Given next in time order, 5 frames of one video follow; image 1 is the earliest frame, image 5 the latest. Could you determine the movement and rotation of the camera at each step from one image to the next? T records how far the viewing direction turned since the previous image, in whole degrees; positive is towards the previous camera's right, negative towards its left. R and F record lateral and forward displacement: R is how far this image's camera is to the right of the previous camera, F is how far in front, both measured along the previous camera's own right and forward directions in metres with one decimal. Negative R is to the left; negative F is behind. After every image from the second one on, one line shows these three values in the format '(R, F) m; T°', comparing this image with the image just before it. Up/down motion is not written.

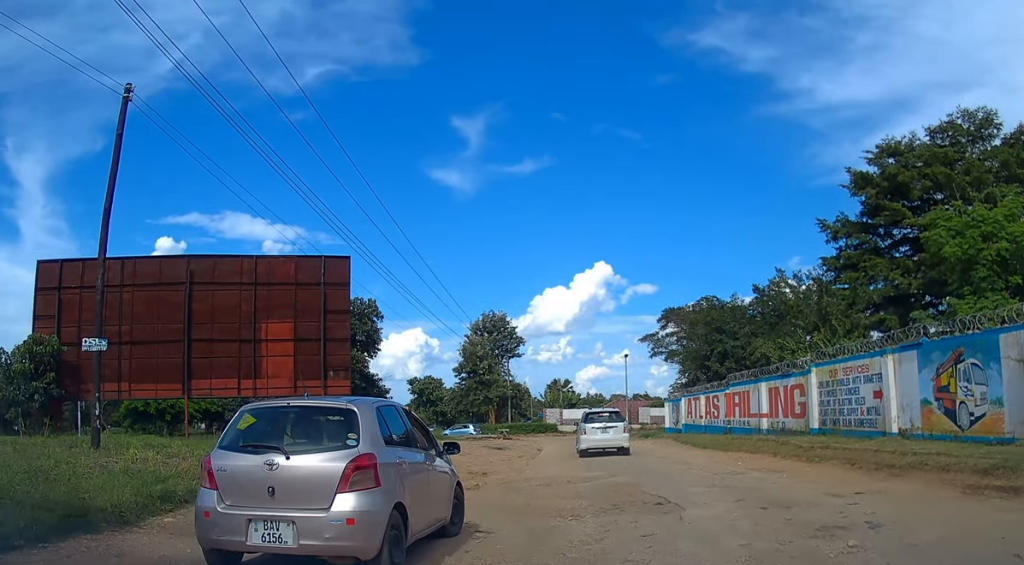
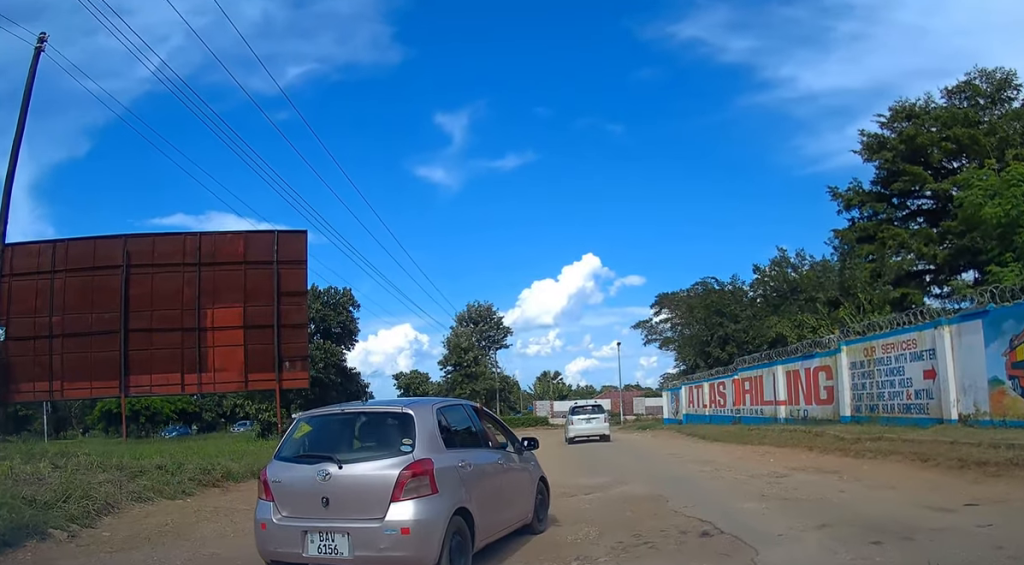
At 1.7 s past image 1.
(+0.1, +3.3) m; -1°
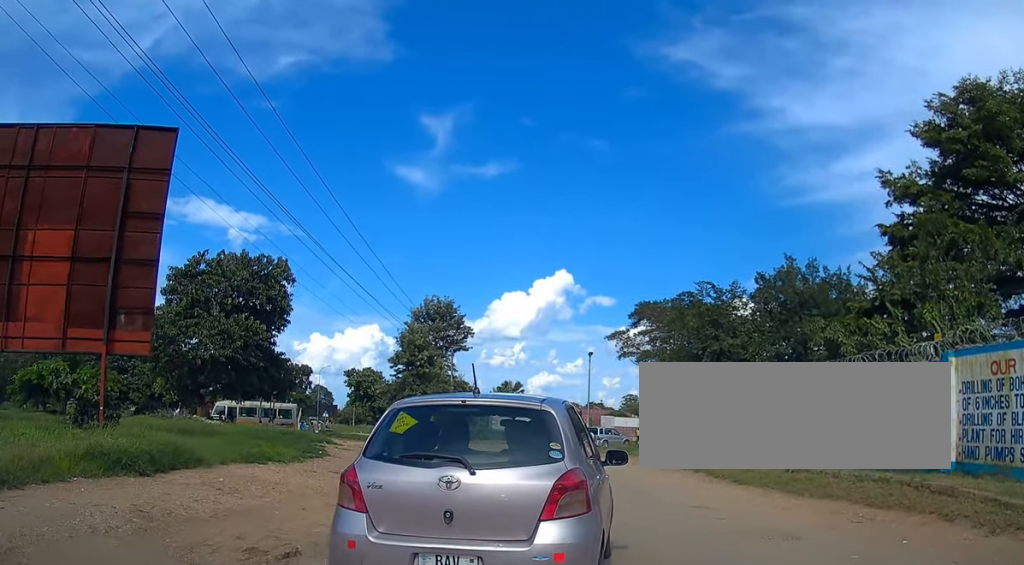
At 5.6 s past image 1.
(+0.2, +7.9) m; +5°
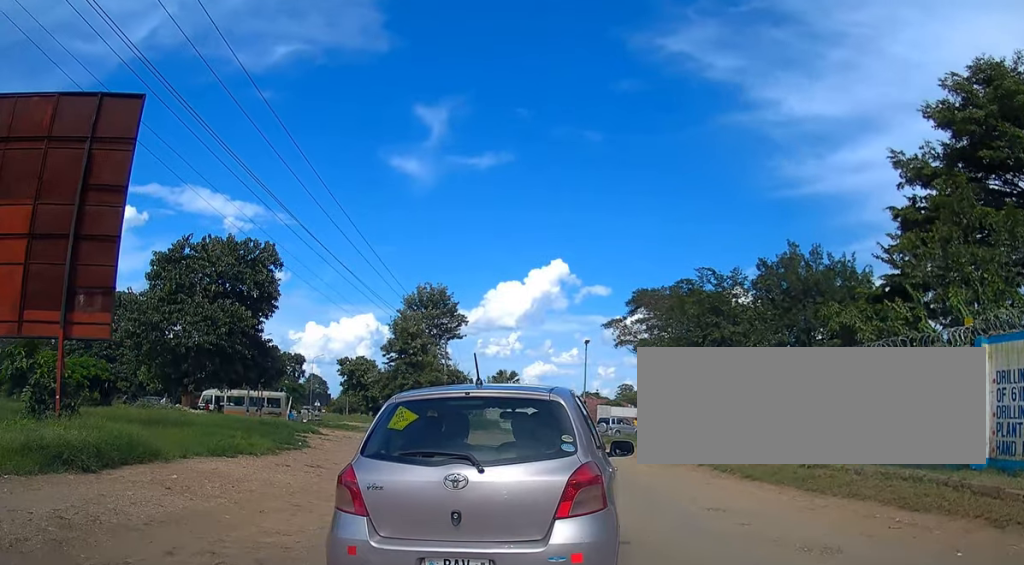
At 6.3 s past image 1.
(+0.1, +1.3) m; -2°
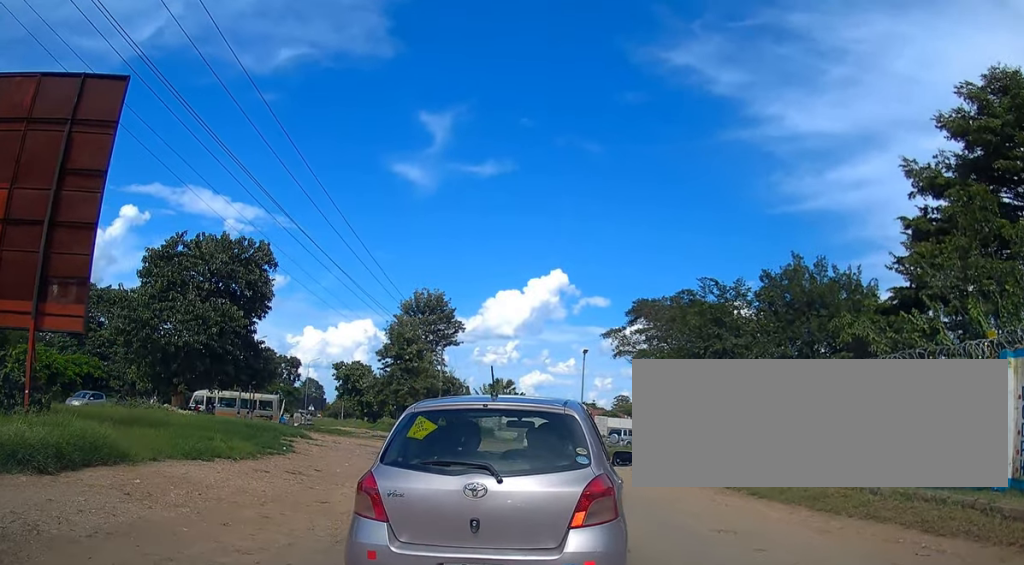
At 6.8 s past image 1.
(-0.2, +1.0) m; -2°
